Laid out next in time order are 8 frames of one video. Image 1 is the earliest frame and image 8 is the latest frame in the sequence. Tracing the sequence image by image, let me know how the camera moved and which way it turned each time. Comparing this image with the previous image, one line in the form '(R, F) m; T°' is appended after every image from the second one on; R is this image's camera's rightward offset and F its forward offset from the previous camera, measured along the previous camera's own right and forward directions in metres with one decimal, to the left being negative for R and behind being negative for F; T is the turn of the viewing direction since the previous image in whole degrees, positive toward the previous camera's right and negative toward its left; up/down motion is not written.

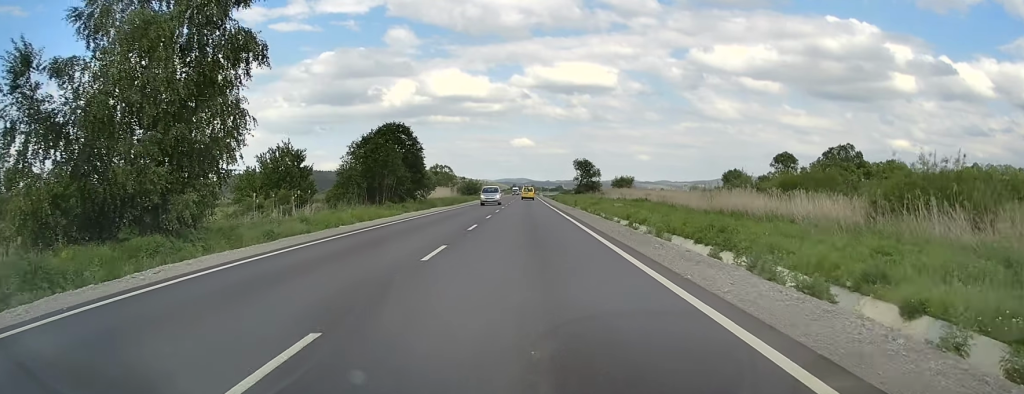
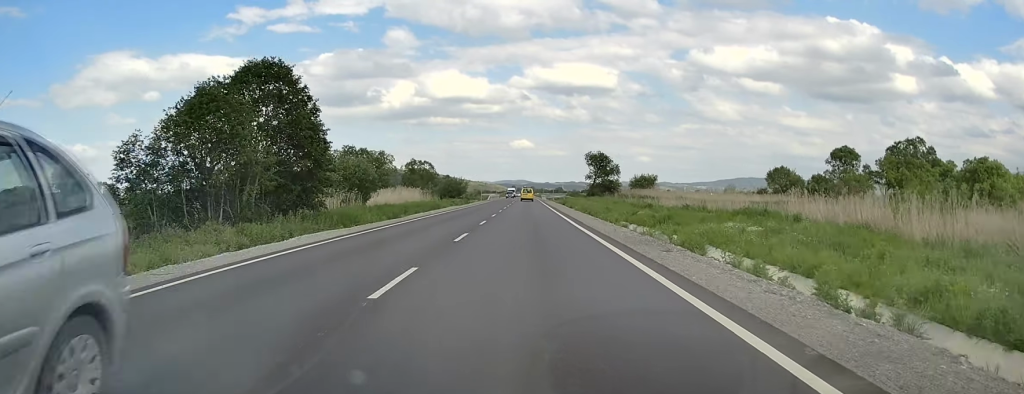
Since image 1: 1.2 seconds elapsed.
(+0.4, +31.3) m; 0°
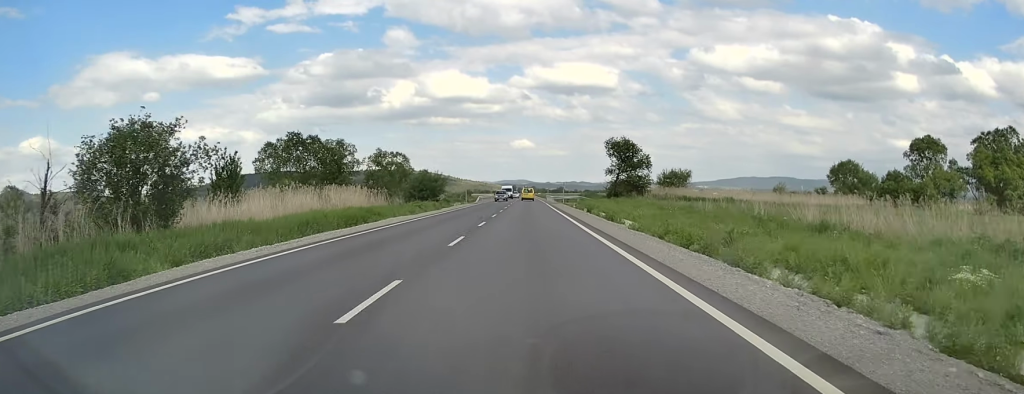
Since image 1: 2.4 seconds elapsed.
(-0.4, +28.7) m; -1°
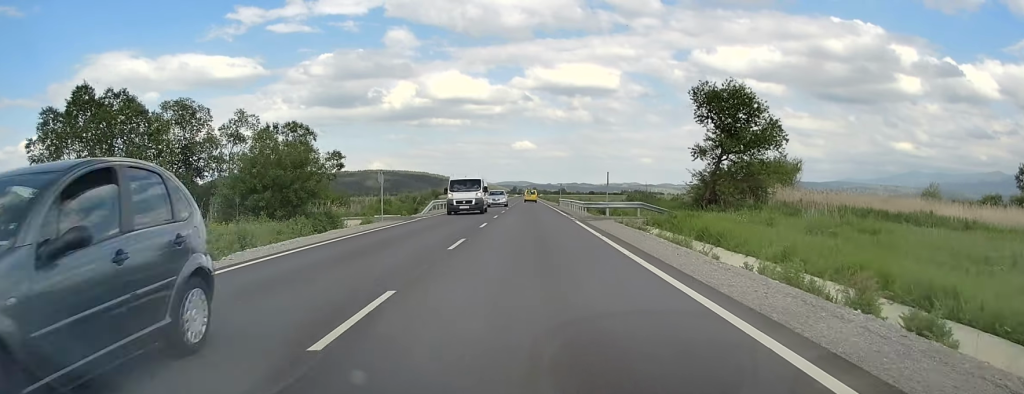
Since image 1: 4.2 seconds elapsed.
(-0.1, +46.2) m; 0°
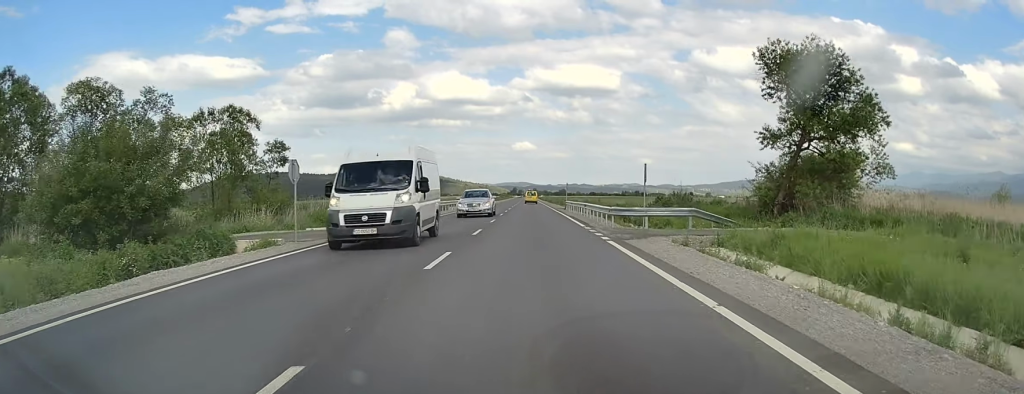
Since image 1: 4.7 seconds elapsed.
(0.0, +12.6) m; 0°
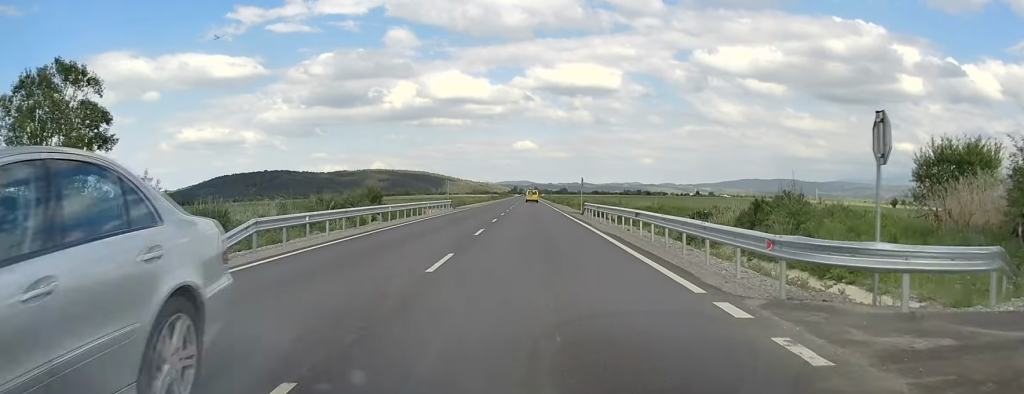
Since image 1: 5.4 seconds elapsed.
(0.0, +18.5) m; 0°
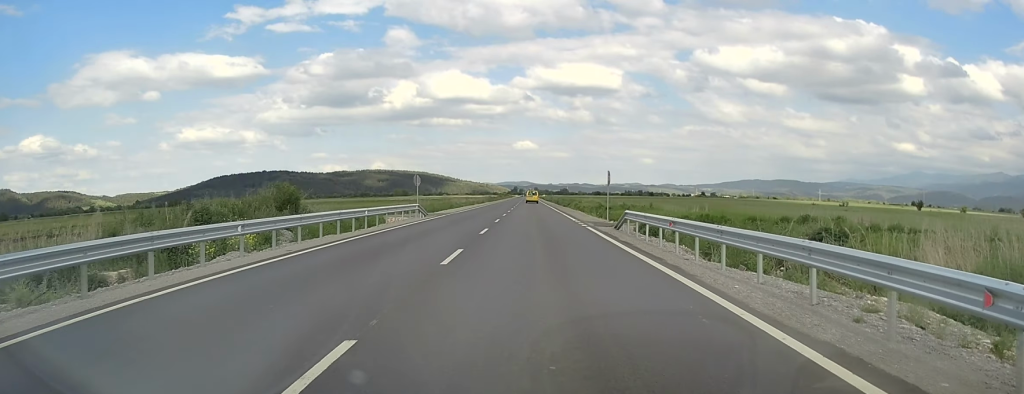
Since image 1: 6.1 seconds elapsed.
(0.0, +16.9) m; 0°
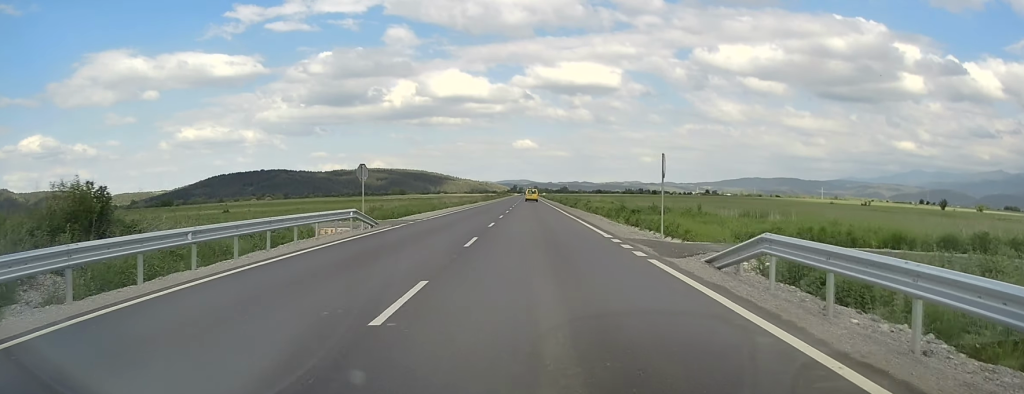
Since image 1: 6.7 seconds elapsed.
(0.0, +14.4) m; 0°
